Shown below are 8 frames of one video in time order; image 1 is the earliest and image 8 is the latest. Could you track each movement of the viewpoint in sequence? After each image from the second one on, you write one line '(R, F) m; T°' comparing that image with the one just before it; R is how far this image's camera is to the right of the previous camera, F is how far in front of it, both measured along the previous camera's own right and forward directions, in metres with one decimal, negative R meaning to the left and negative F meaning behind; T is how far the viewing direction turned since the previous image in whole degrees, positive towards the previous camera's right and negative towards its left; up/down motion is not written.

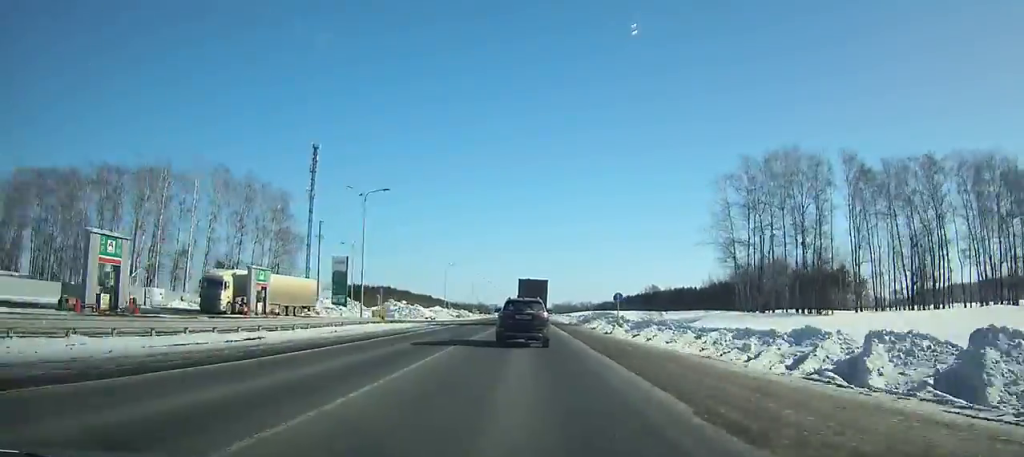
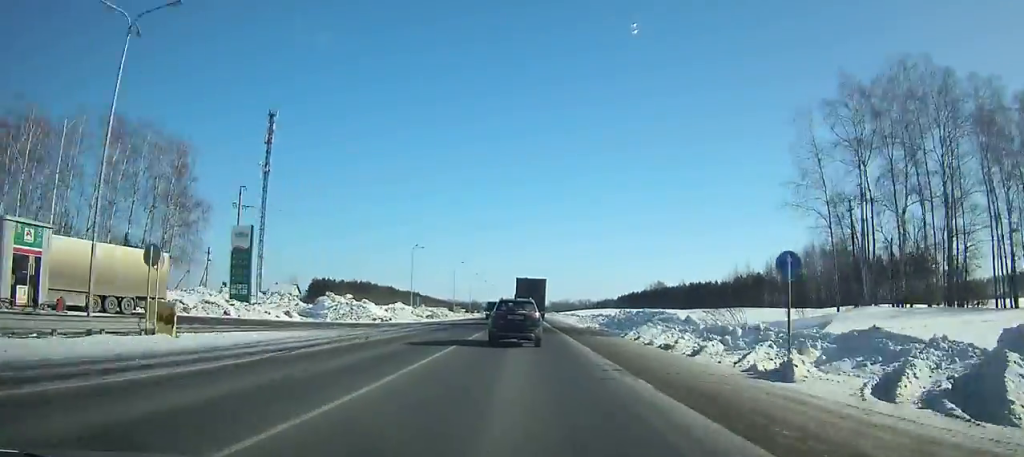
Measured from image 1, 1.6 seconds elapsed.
(0.0, +28.6) m; 0°
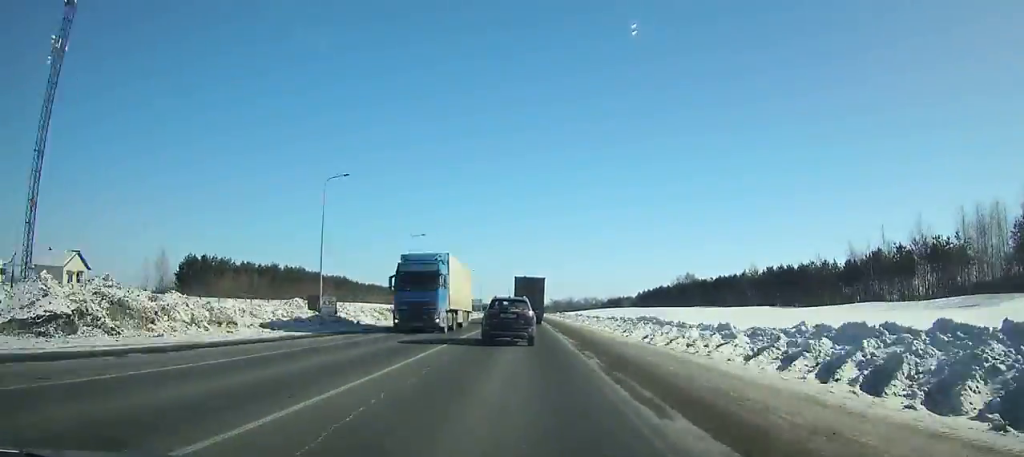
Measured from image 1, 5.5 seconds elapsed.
(-0.1, +70.2) m; 0°
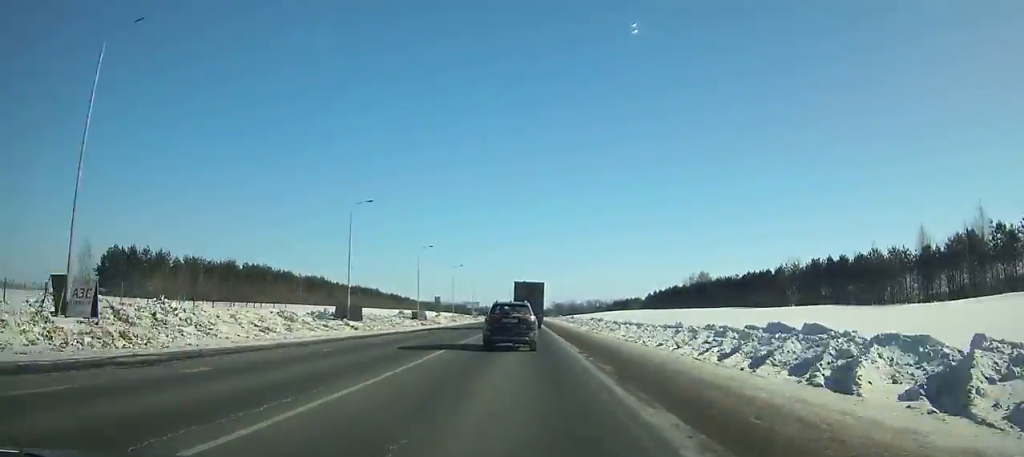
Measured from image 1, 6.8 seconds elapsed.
(0.0, +23.5) m; 0°
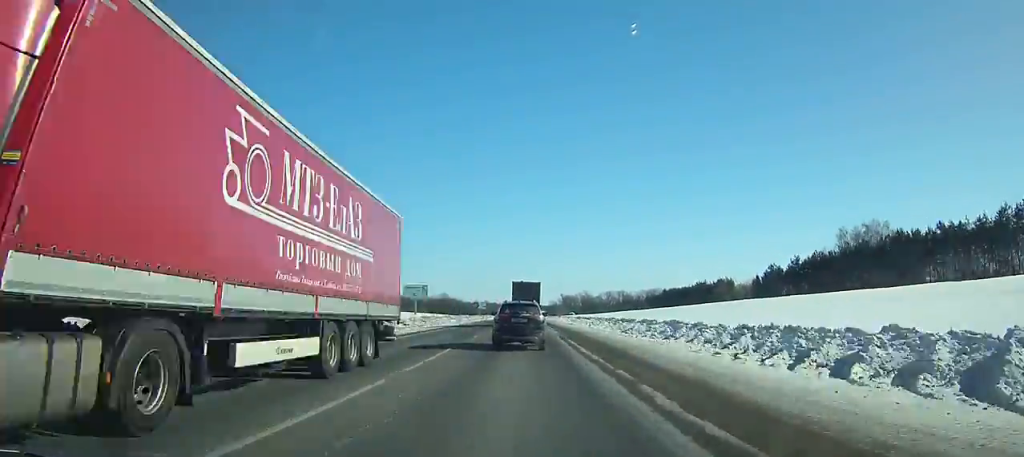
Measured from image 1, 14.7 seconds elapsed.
(+0.2, +143.9) m; 0°
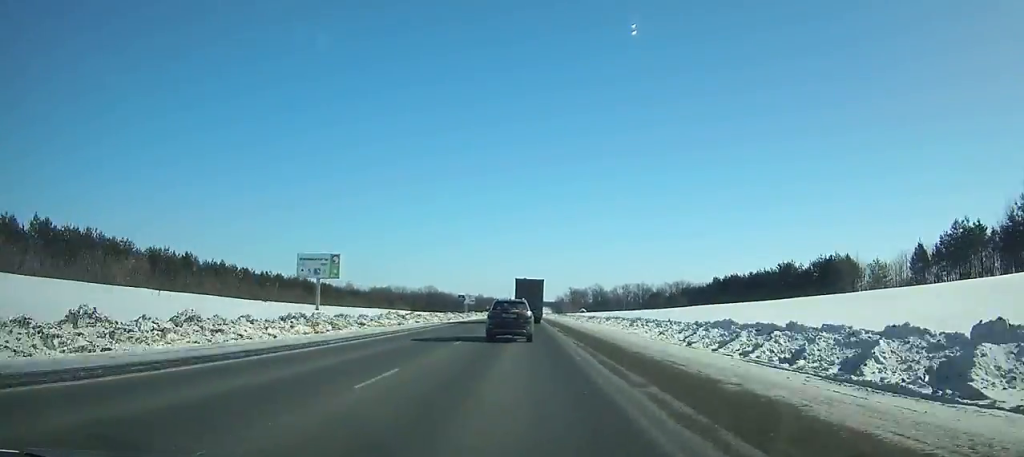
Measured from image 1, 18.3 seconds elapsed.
(-0.1, +66.6) m; 0°
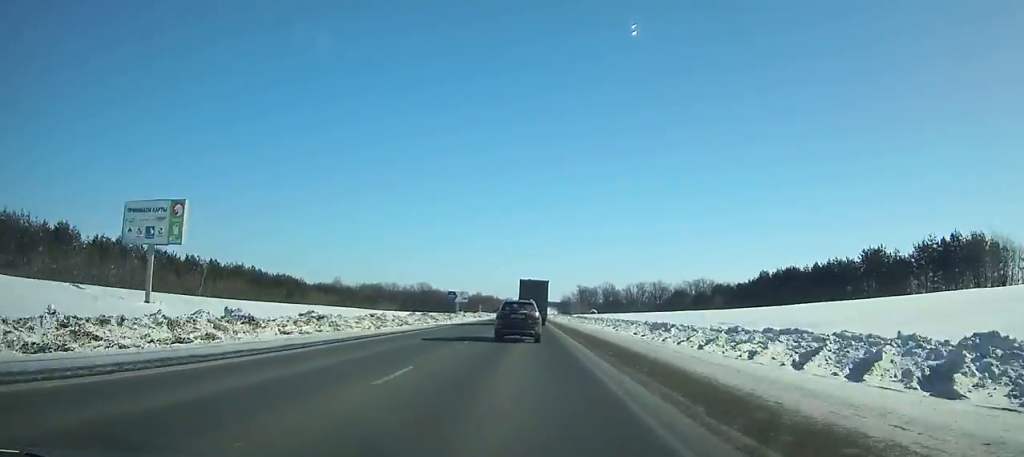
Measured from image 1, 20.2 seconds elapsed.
(-0.1, +35.4) m; 0°
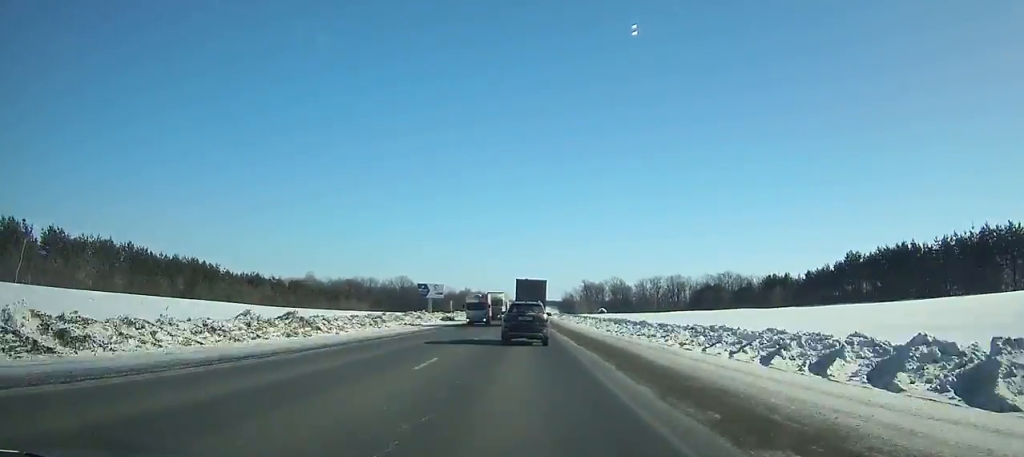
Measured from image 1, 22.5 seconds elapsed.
(+0.1, +43.1) m; 0°
